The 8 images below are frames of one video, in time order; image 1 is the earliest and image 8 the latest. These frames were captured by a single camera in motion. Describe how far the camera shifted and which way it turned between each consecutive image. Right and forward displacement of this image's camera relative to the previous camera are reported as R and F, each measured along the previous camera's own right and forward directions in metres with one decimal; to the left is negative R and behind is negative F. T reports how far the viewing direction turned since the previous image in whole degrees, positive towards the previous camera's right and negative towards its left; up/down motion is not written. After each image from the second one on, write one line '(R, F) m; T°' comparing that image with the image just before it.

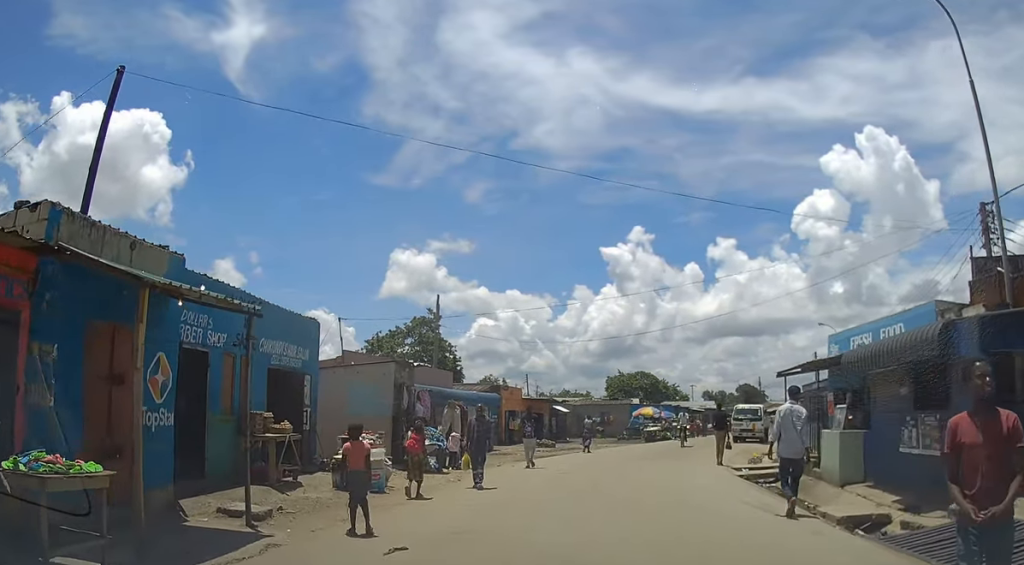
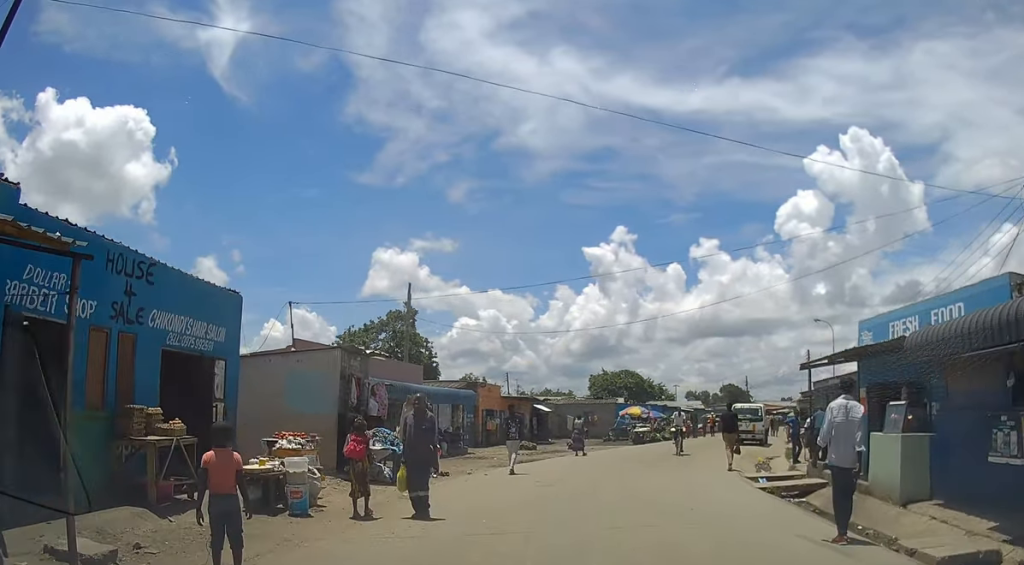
(0.0, +3.2) m; +1°
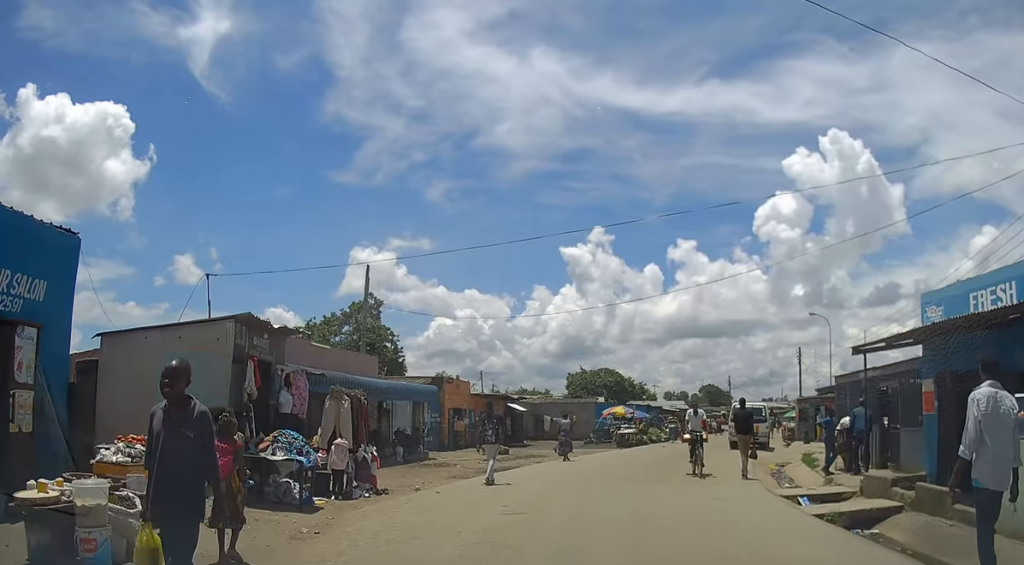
(+0.1, +4.2) m; +2°
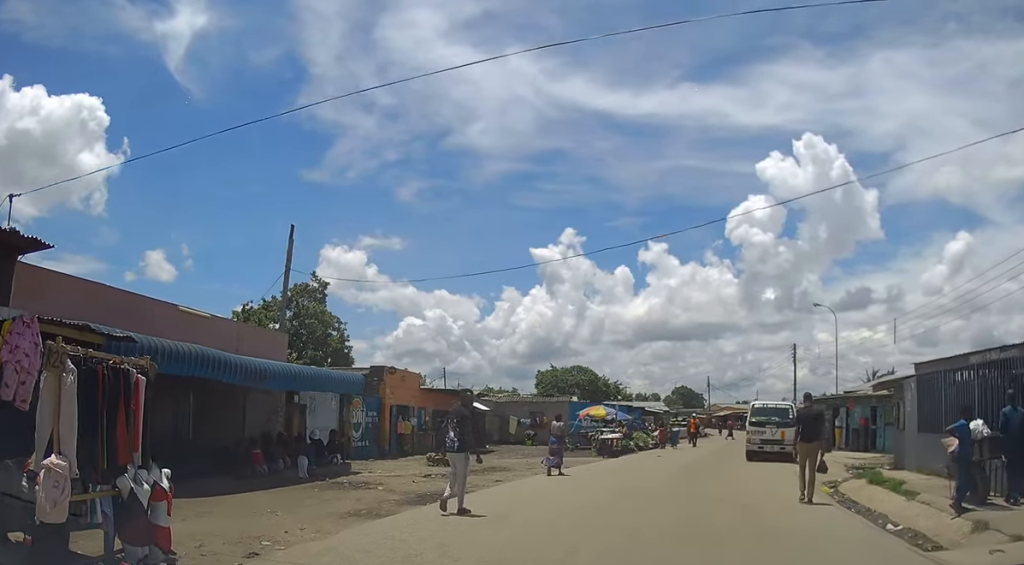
(+0.3, +6.8) m; +4°
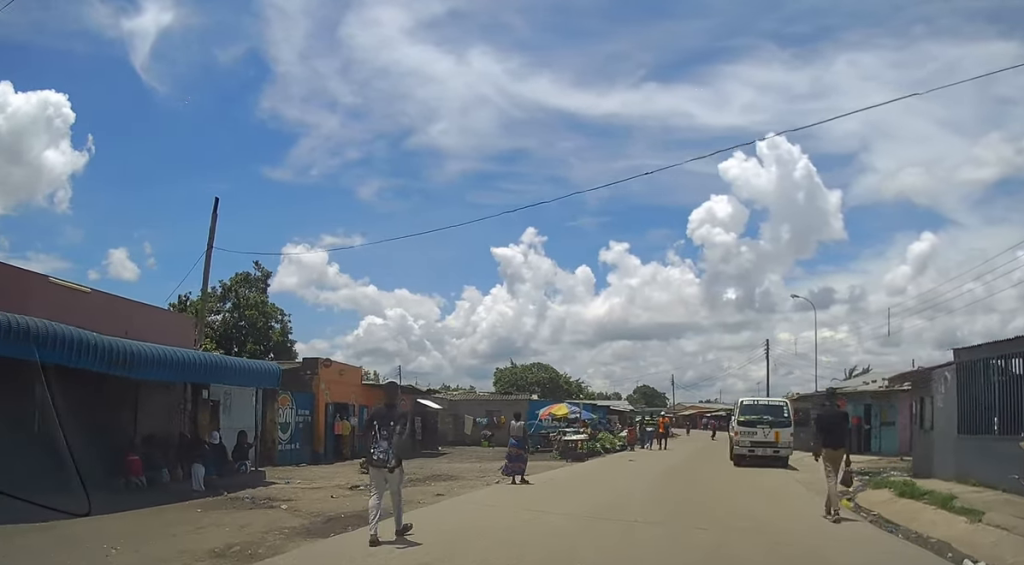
(0.0, +3.3) m; +1°
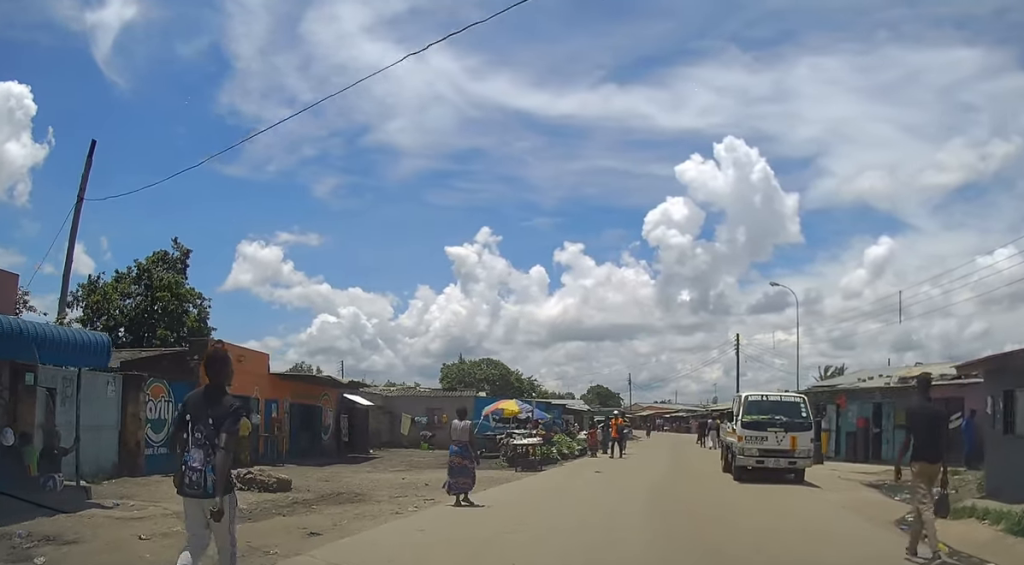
(+0.1, +4.9) m; +5°
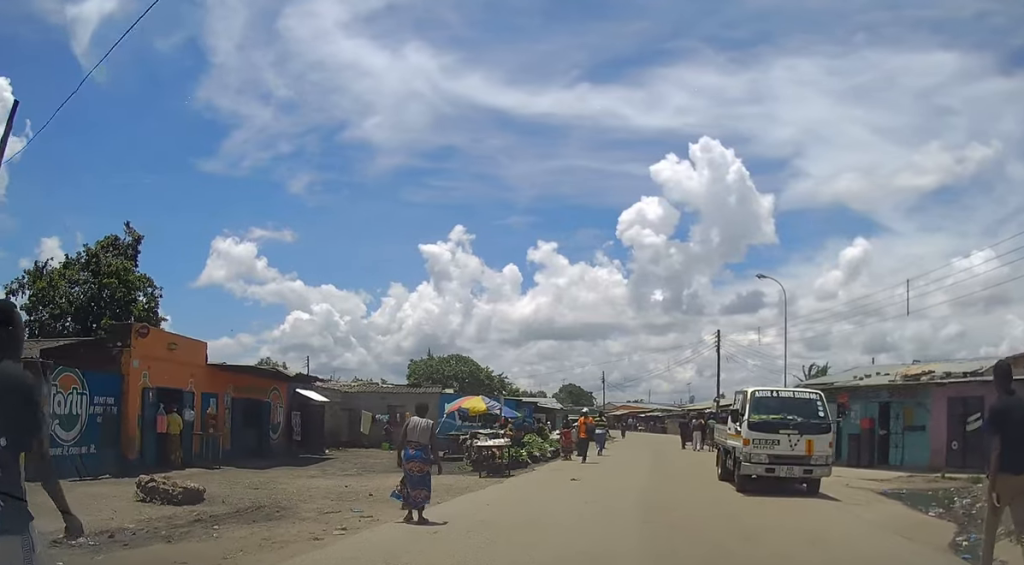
(+0.1, +2.6) m; +3°
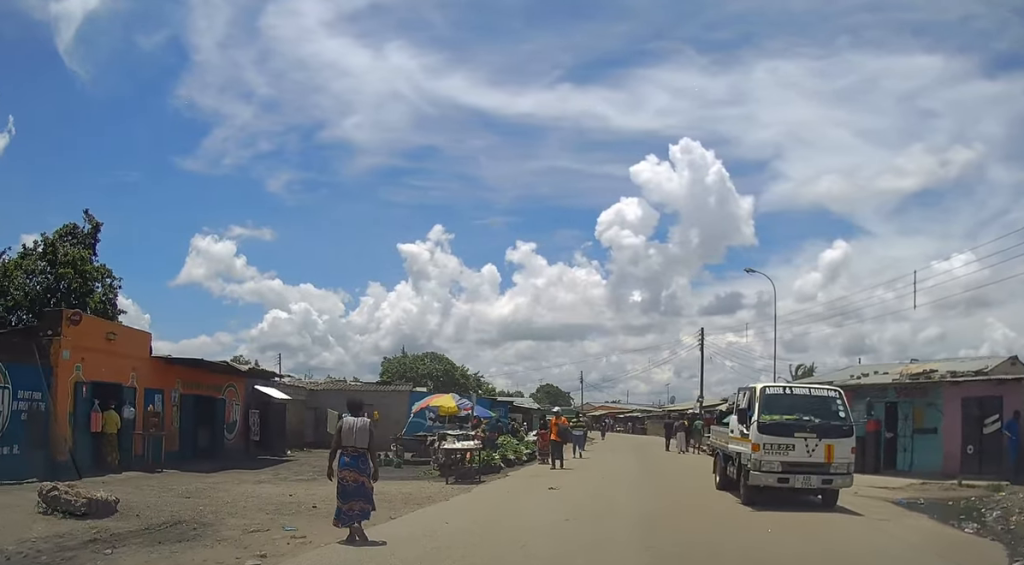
(0.0, +1.9) m; +2°
